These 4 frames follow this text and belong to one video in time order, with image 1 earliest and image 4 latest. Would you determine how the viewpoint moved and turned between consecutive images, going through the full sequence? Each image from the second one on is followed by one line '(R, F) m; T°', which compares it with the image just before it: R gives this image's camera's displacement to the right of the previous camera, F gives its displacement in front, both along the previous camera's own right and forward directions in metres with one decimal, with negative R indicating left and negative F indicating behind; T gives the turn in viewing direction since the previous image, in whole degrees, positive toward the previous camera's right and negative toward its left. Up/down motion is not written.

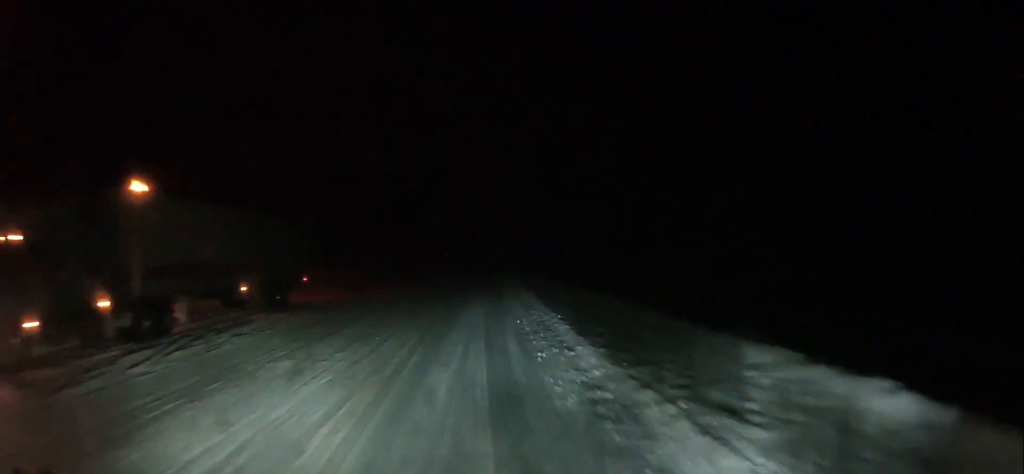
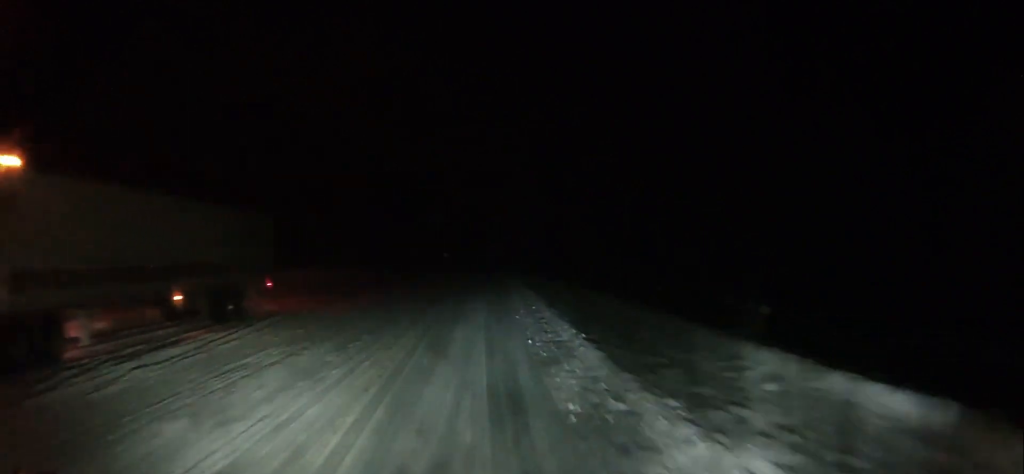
(0.0, +5.6) m; 0°
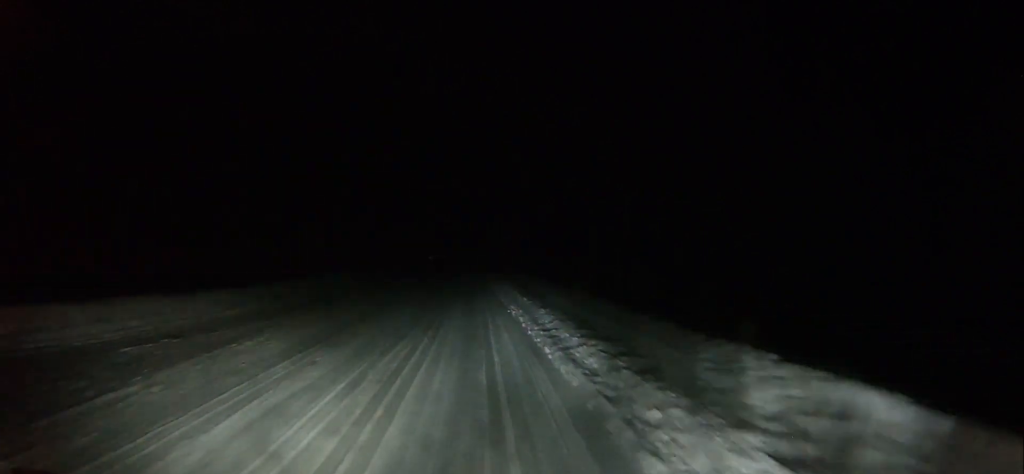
(-0.4, +41.2) m; +1°
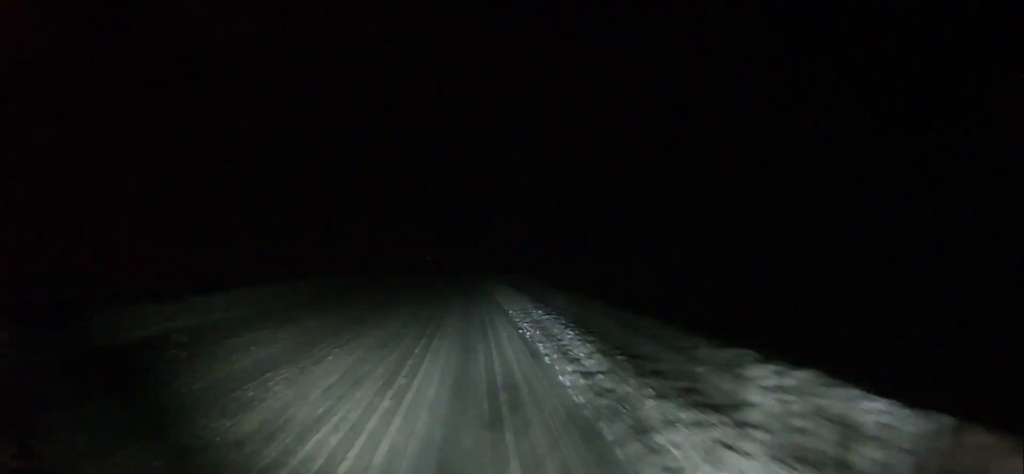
(-0.2, +8.0) m; -1°
